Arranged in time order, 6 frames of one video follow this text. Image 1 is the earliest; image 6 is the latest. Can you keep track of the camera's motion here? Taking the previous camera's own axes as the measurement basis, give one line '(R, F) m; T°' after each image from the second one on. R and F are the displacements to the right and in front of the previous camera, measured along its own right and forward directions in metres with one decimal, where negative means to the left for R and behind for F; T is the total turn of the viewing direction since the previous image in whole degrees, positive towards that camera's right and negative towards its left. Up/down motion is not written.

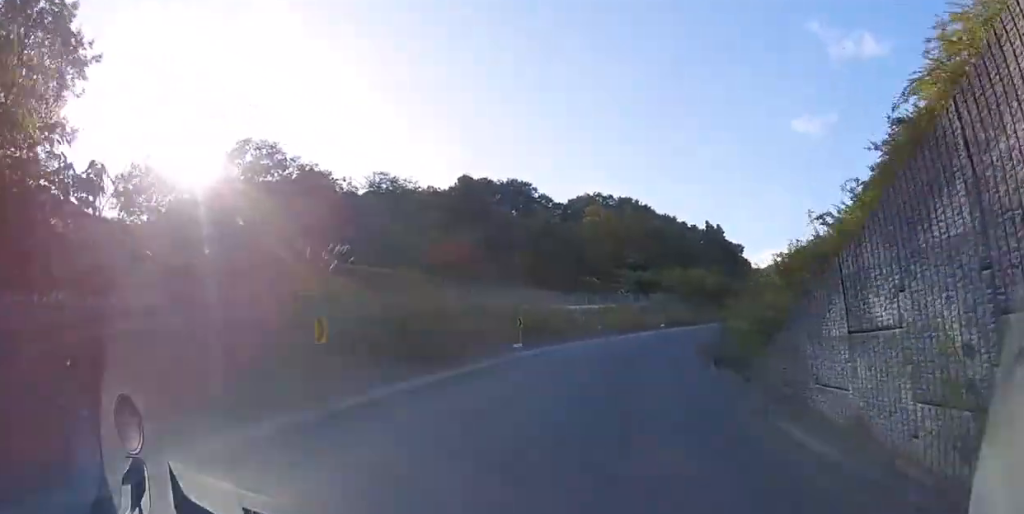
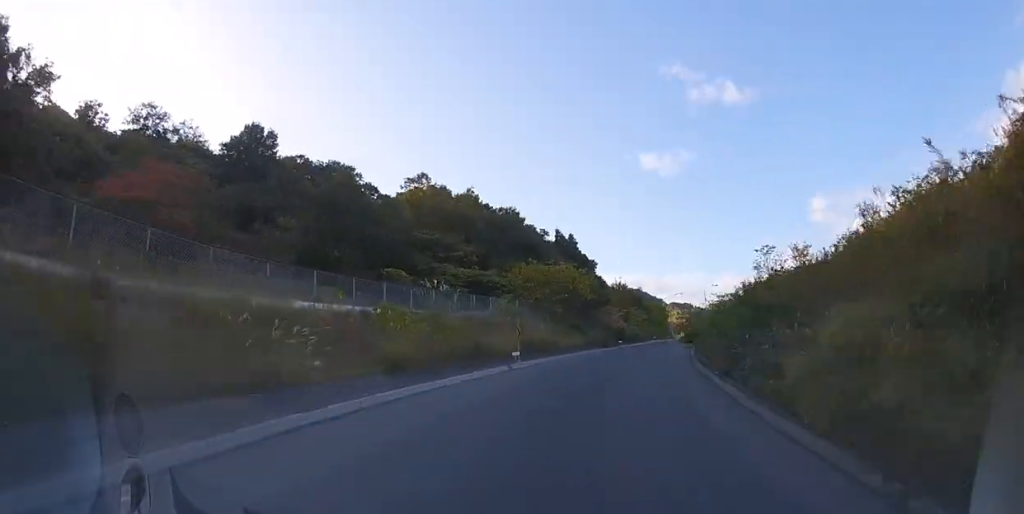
(+4.1, +19.2) m; +21°
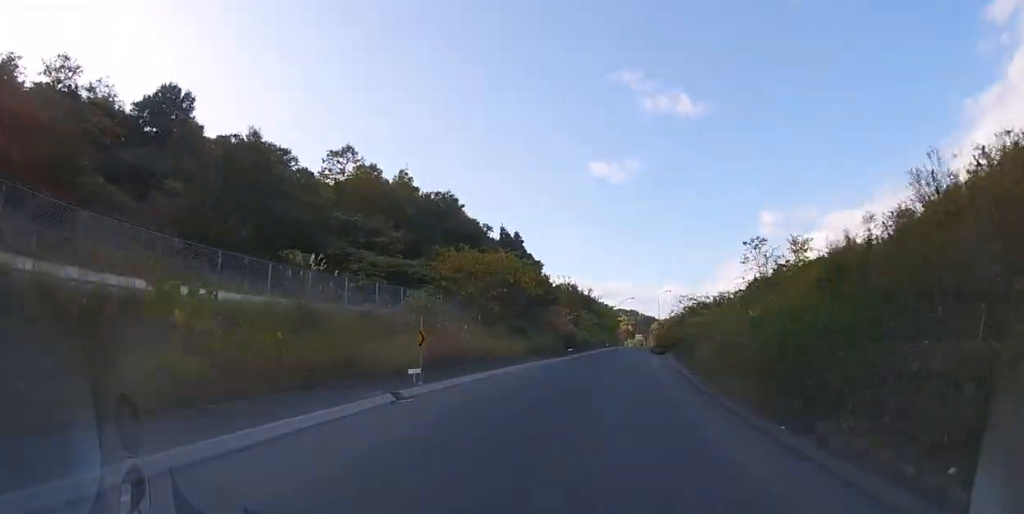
(+0.4, +6.8) m; +5°
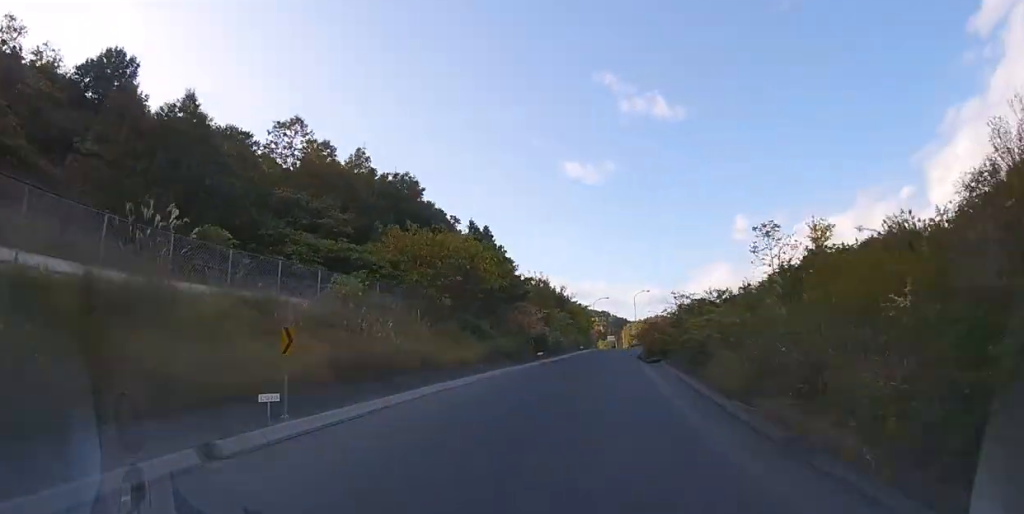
(+0.2, +4.8) m; +4°
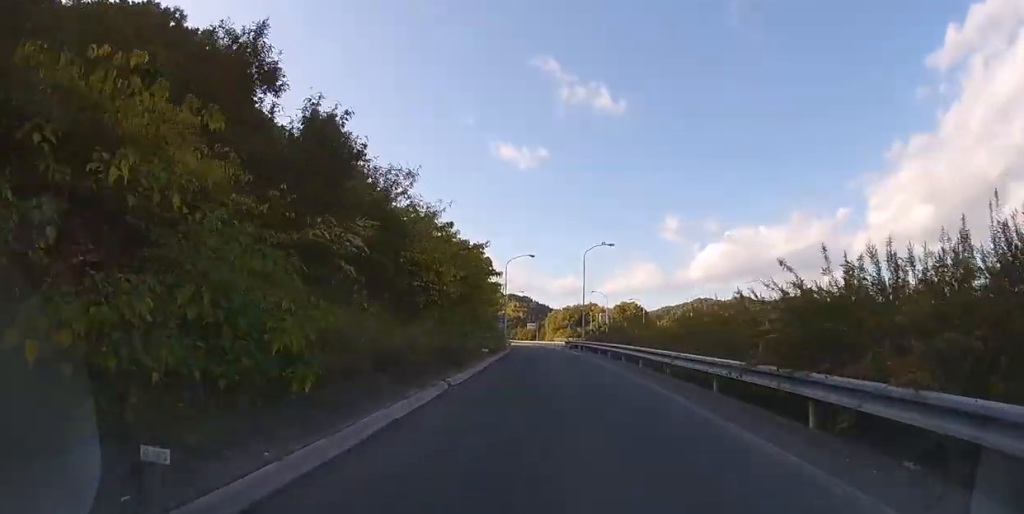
(+7.7, +41.2) m; +15°
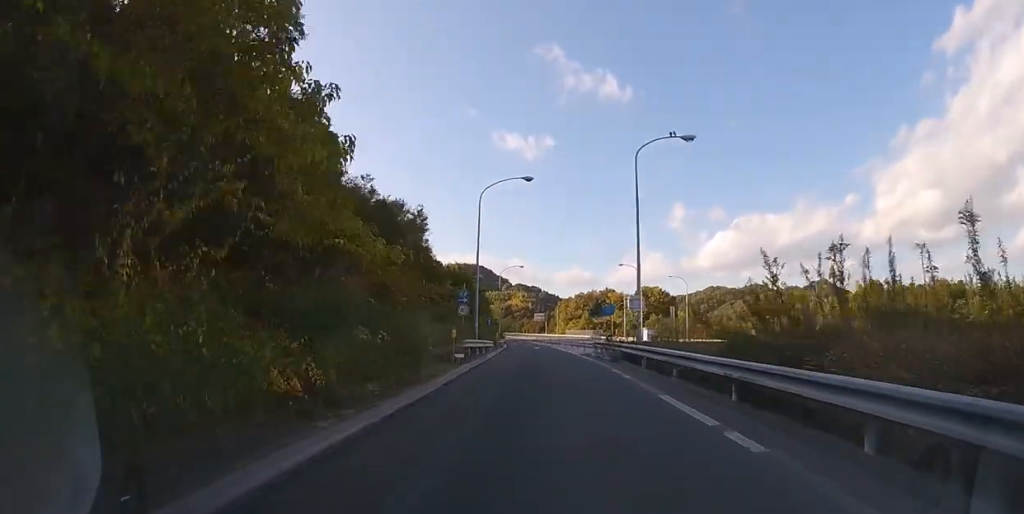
(+0.2, +24.9) m; 0°
